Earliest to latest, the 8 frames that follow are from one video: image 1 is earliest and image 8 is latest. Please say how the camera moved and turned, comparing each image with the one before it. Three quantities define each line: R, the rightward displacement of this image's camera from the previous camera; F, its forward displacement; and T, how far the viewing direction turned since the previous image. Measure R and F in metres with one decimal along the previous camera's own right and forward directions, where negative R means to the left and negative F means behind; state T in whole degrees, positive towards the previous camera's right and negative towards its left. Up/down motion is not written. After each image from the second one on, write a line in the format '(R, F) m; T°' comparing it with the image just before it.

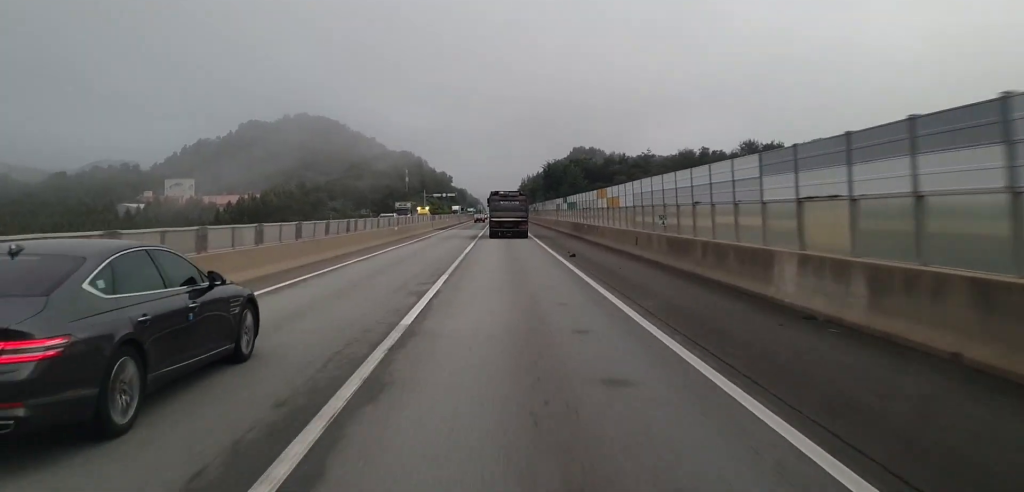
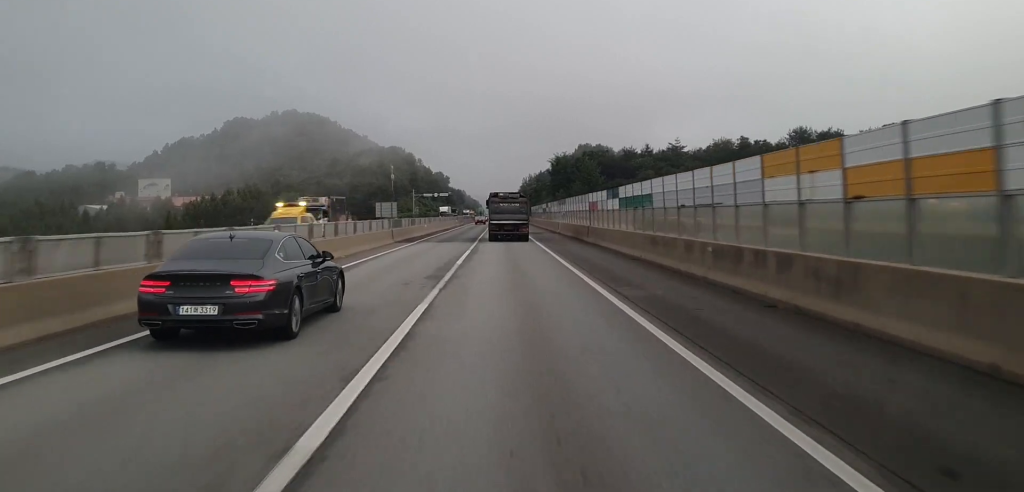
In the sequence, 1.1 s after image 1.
(0.0, +27.9) m; +1°
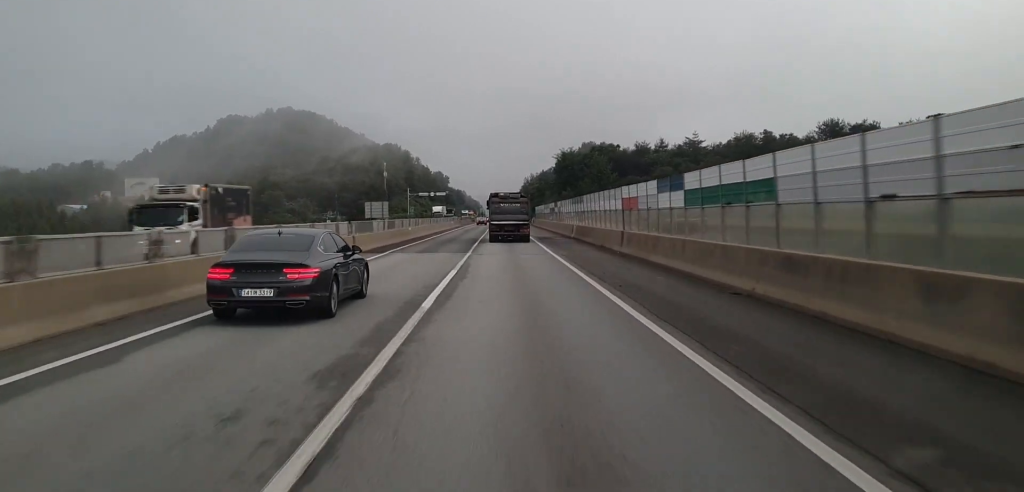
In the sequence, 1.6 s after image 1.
(+0.2, +12.6) m; 0°
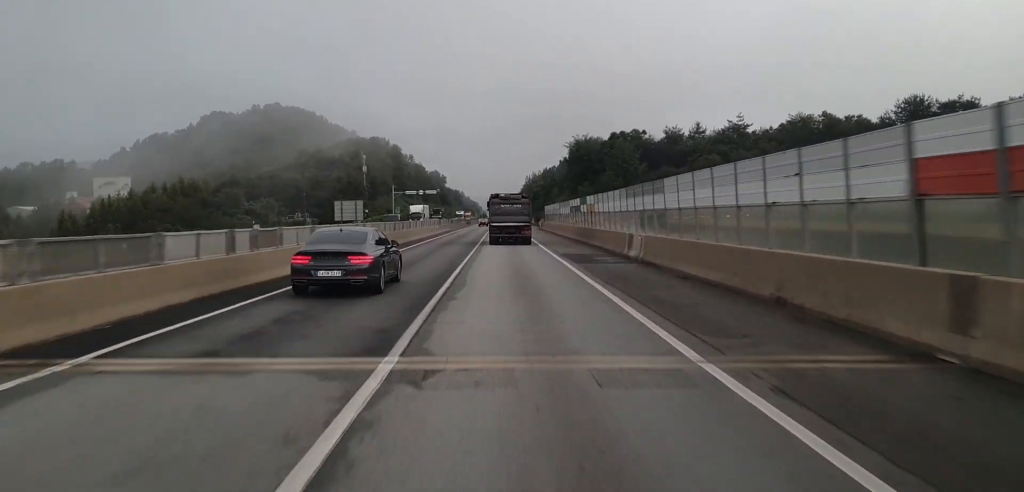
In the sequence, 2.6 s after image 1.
(0.0, +25.3) m; -1°
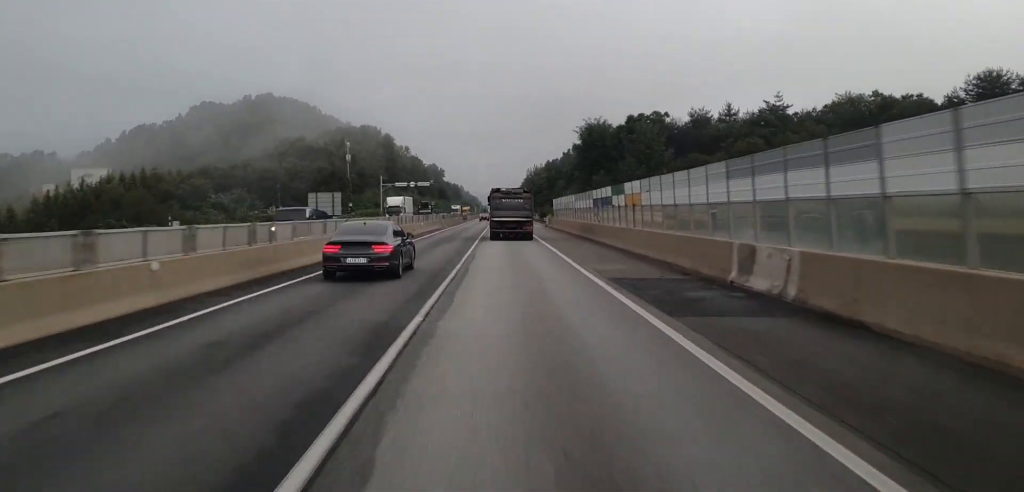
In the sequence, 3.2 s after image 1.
(-0.1, +15.2) m; 0°
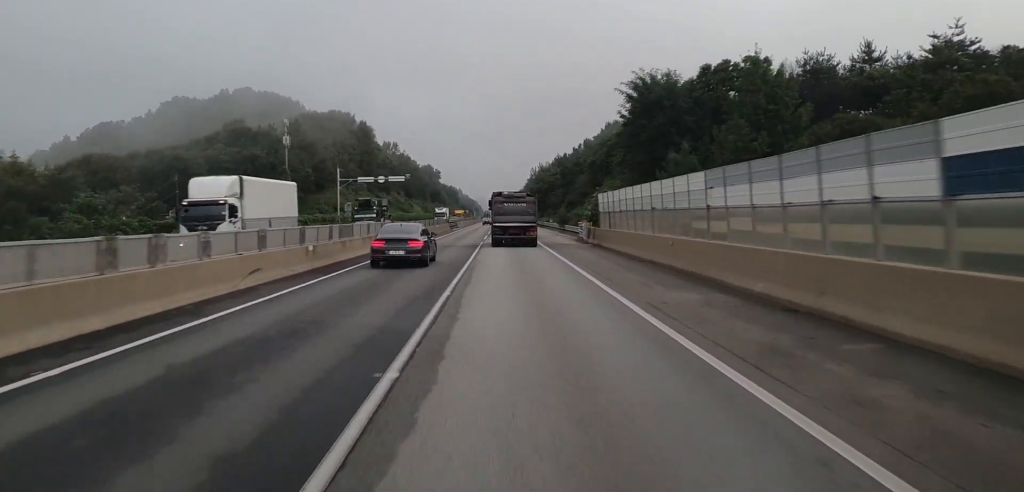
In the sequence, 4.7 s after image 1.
(0.0, +37.6) m; 0°
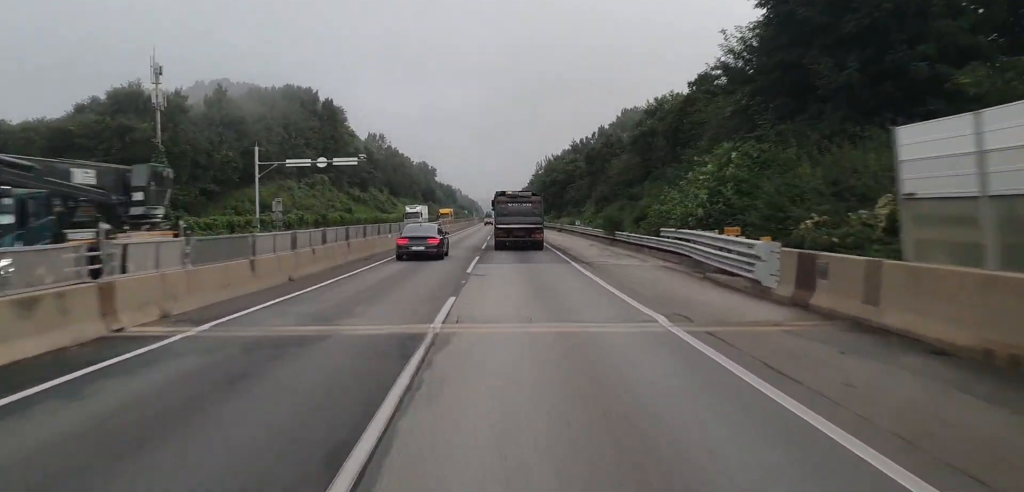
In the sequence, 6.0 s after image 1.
(0.0, +34.7) m; -1°
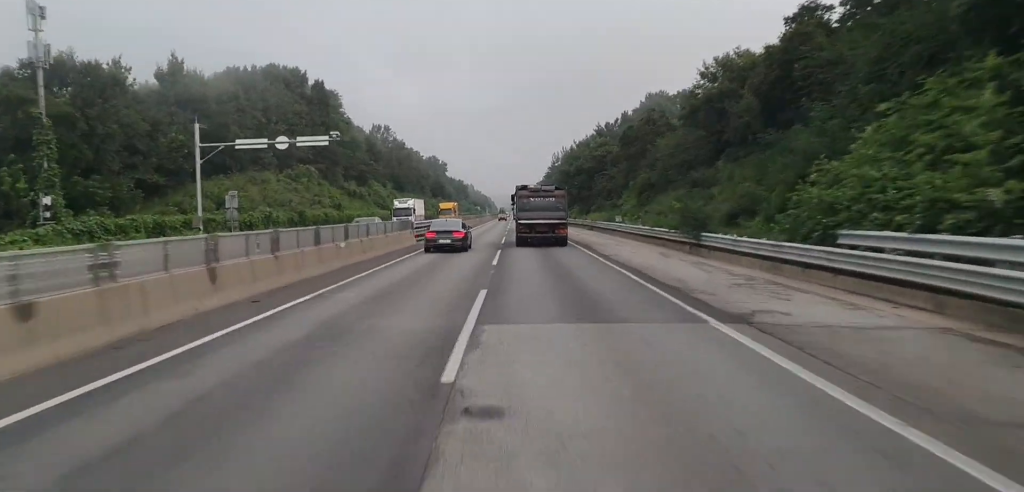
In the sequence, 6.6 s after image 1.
(-0.3, +16.9) m; -1°
